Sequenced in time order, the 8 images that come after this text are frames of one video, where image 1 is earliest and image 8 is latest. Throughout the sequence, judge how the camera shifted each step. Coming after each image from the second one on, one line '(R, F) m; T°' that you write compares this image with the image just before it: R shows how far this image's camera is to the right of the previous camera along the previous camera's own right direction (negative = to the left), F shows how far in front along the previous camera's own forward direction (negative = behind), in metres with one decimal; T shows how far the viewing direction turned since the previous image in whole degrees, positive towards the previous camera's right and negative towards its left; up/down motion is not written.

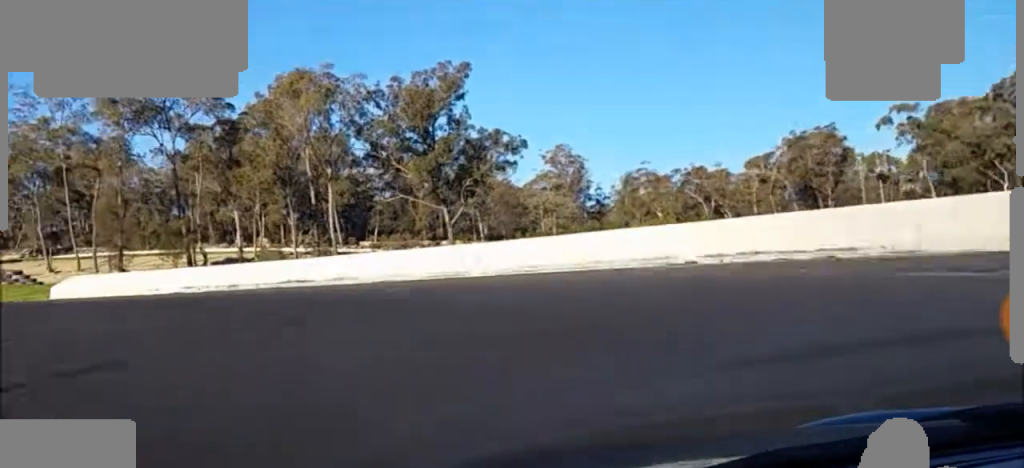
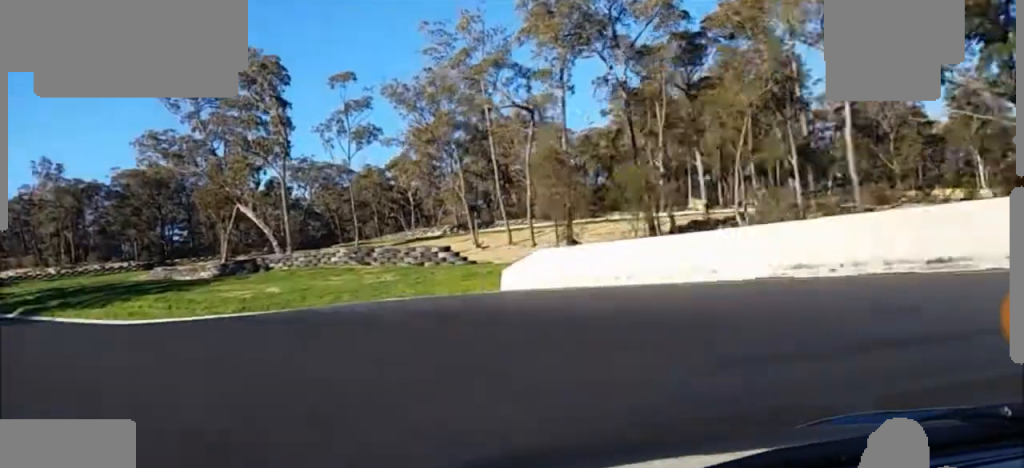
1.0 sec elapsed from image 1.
(-3.8, +24.2) m; -29°
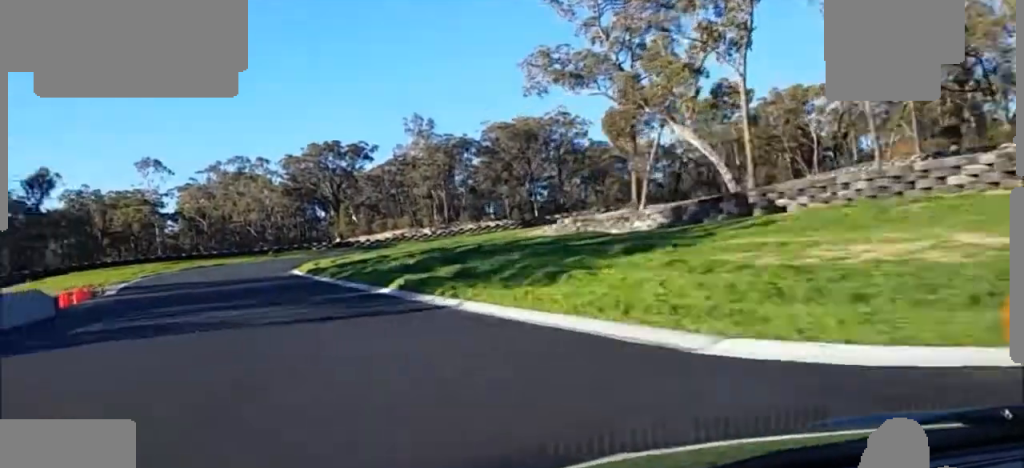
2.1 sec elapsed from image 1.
(-9.1, +23.6) m; -29°
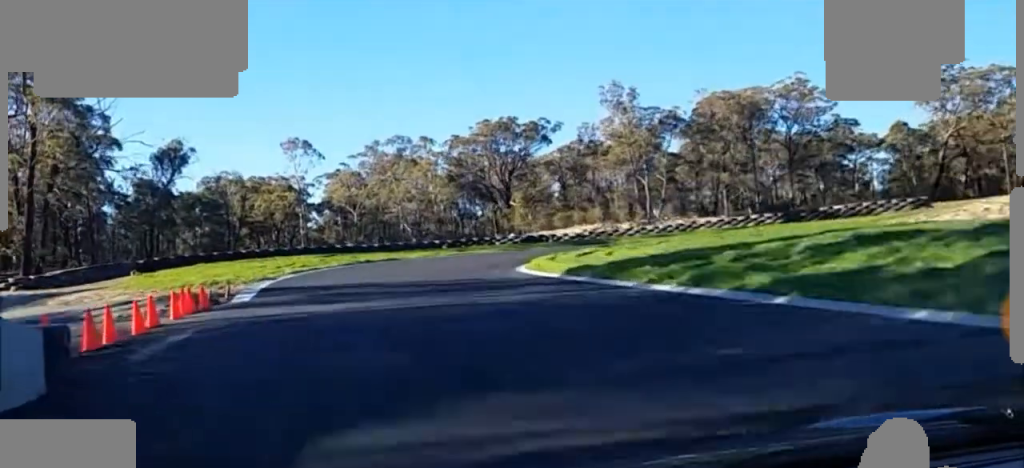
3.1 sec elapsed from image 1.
(-3.2, +23.0) m; -4°
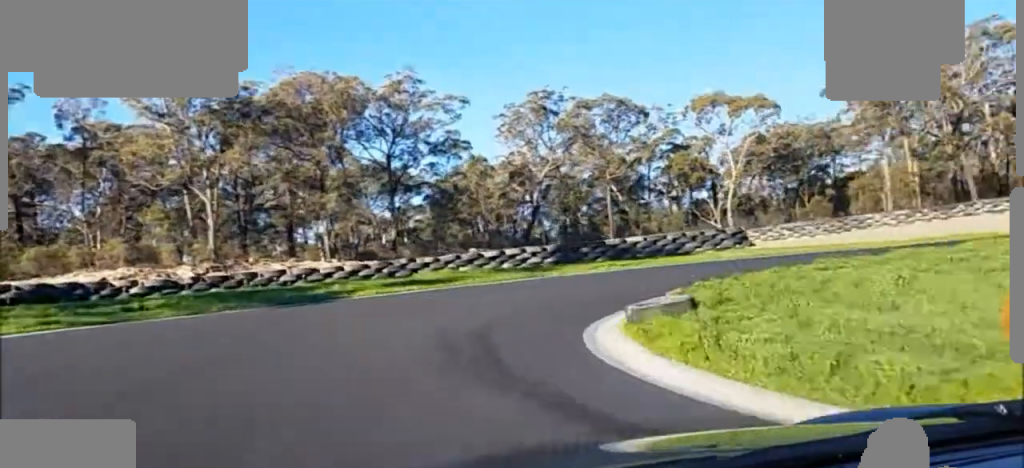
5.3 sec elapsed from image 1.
(+7.7, +38.3) m; +36°
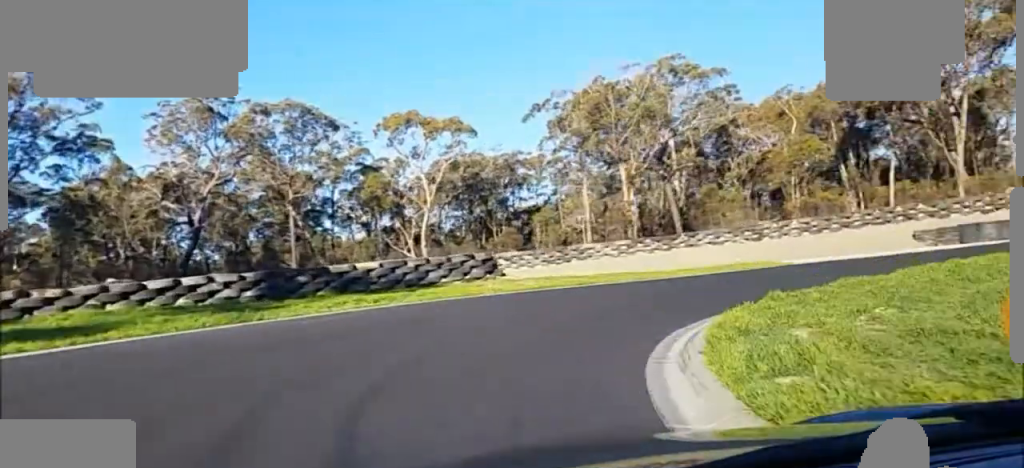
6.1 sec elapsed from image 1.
(+2.3, +11.5) m; +22°
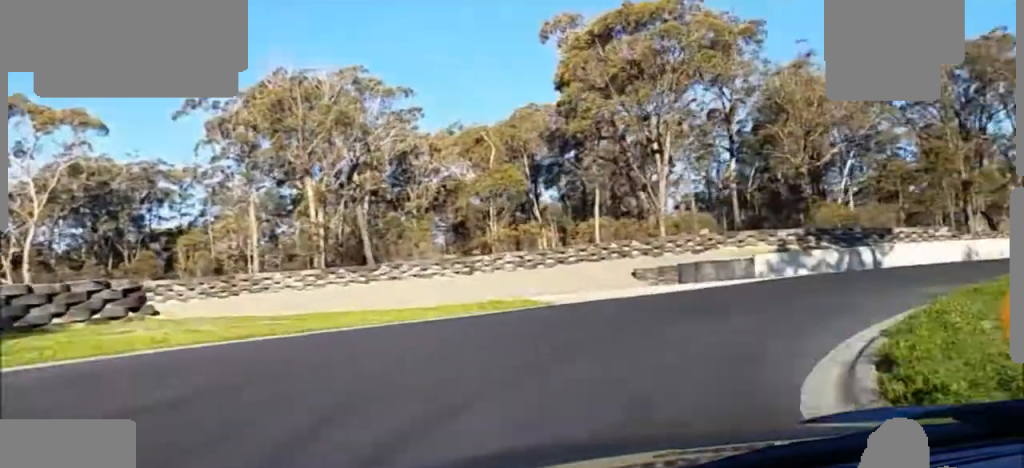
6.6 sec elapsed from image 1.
(+0.8, +8.4) m; +19°
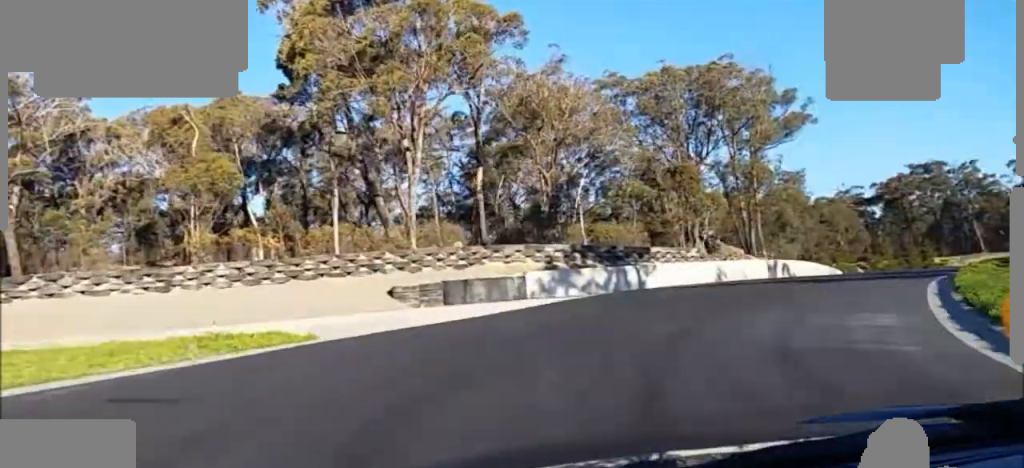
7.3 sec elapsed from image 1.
(+1.7, +8.2) m; +25°
